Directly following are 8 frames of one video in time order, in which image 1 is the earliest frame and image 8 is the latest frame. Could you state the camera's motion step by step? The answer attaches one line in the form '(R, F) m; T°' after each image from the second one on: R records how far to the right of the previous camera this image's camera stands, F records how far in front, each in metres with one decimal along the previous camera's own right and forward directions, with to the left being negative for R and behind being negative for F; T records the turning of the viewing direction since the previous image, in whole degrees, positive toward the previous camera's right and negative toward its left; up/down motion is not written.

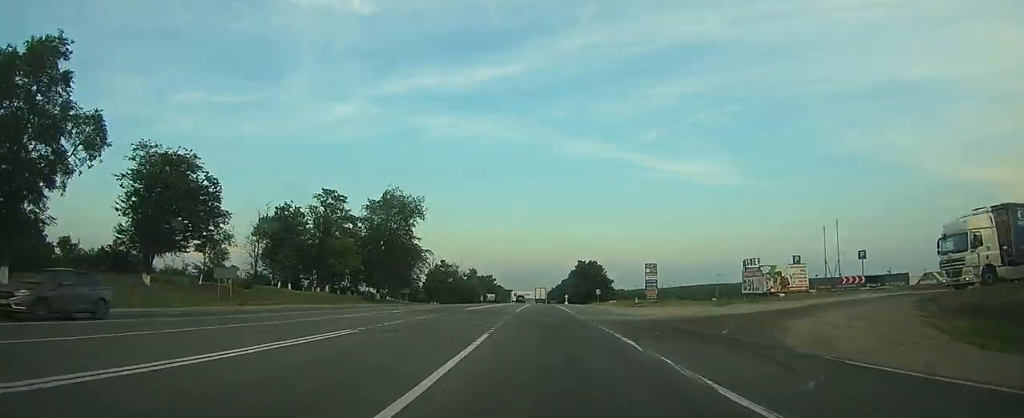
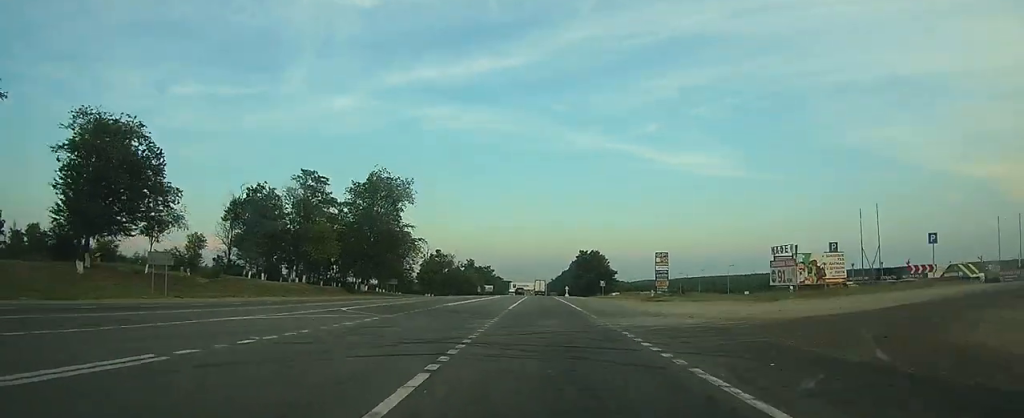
(+0.1, +9.2) m; 0°
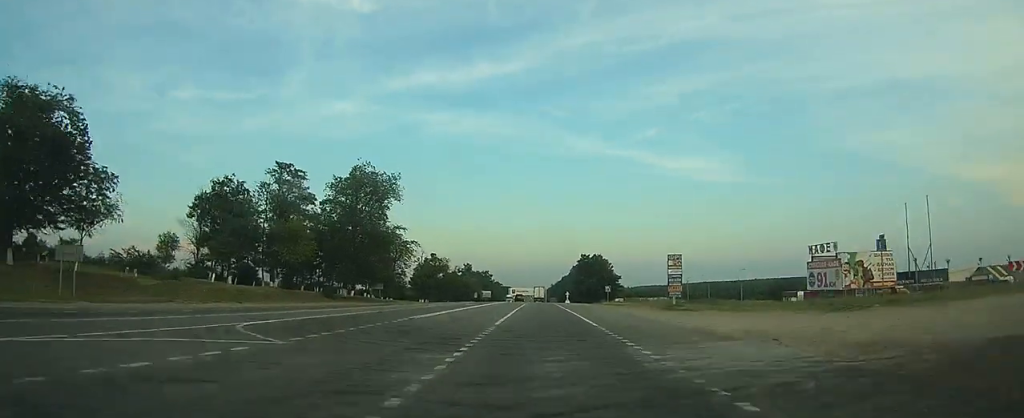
(0.0, +9.2) m; 0°
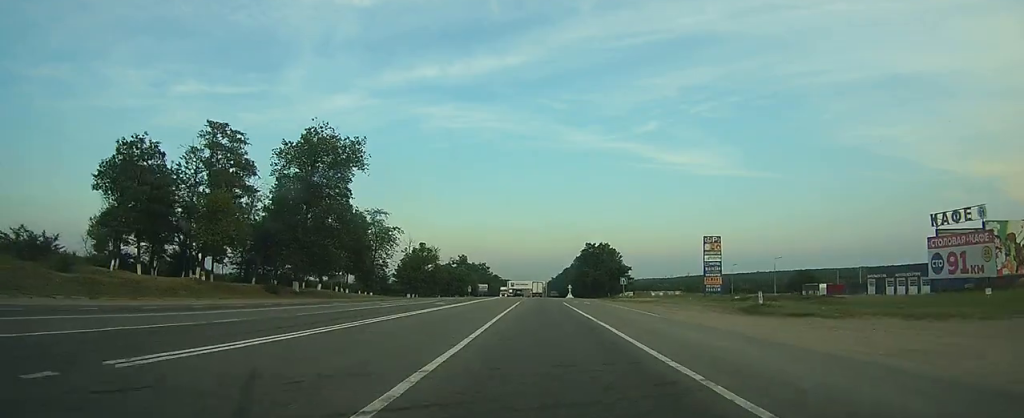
(-0.1, +18.6) m; 0°
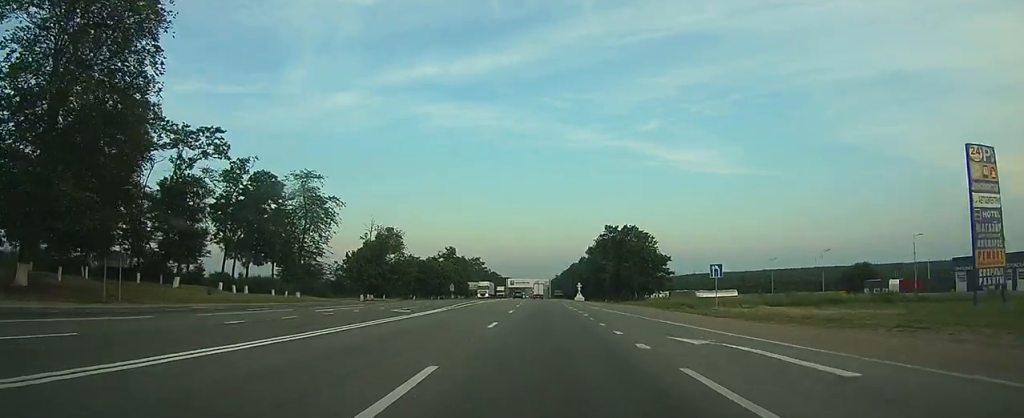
(+0.1, +43.0) m; 0°
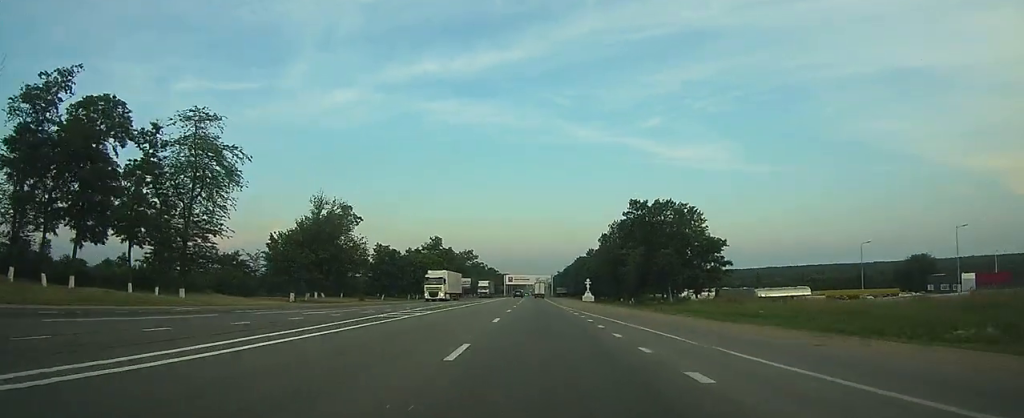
(-0.3, +32.0) m; -1°
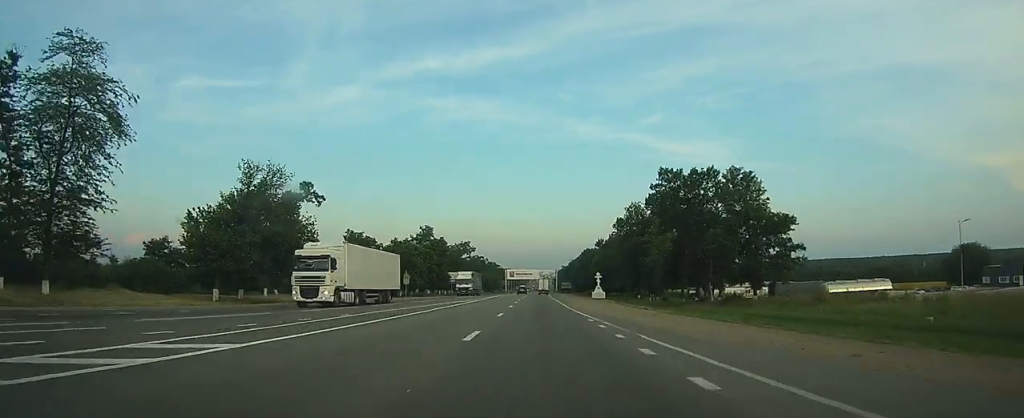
(-0.1, +20.4) m; 0°
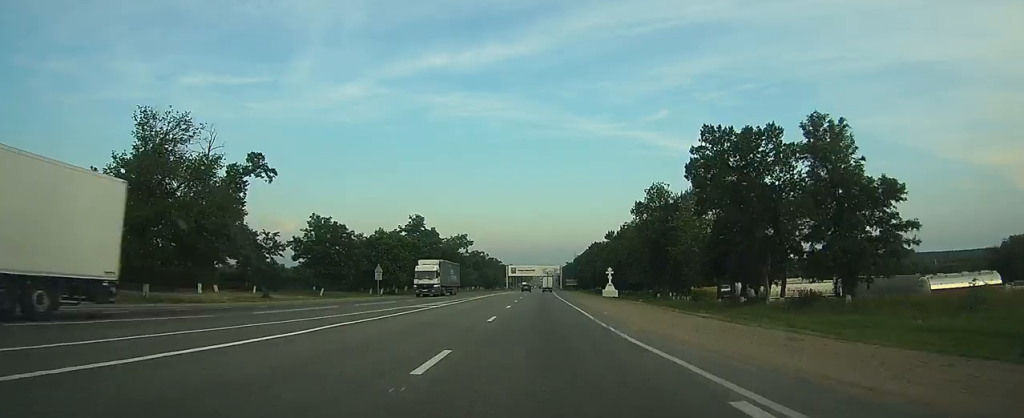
(-0.1, +17.7) m; 0°
